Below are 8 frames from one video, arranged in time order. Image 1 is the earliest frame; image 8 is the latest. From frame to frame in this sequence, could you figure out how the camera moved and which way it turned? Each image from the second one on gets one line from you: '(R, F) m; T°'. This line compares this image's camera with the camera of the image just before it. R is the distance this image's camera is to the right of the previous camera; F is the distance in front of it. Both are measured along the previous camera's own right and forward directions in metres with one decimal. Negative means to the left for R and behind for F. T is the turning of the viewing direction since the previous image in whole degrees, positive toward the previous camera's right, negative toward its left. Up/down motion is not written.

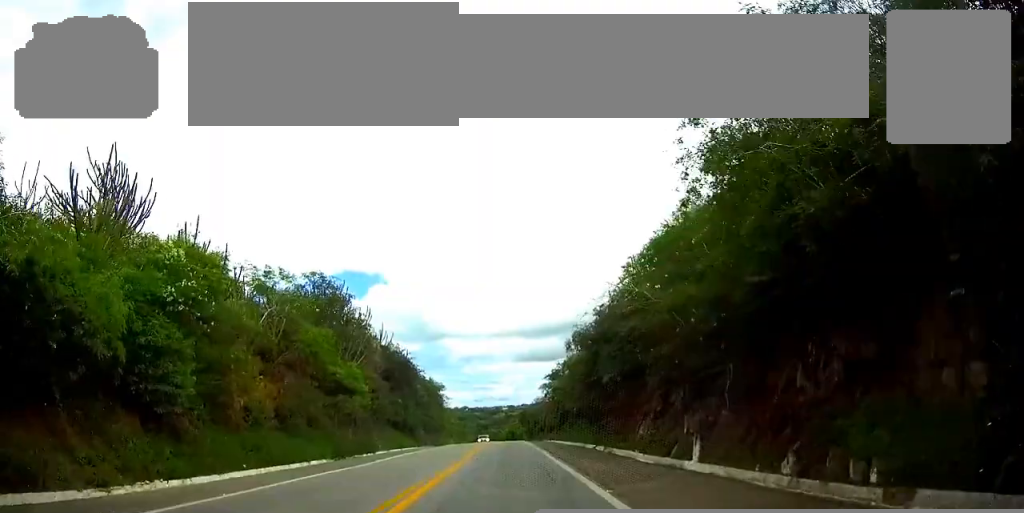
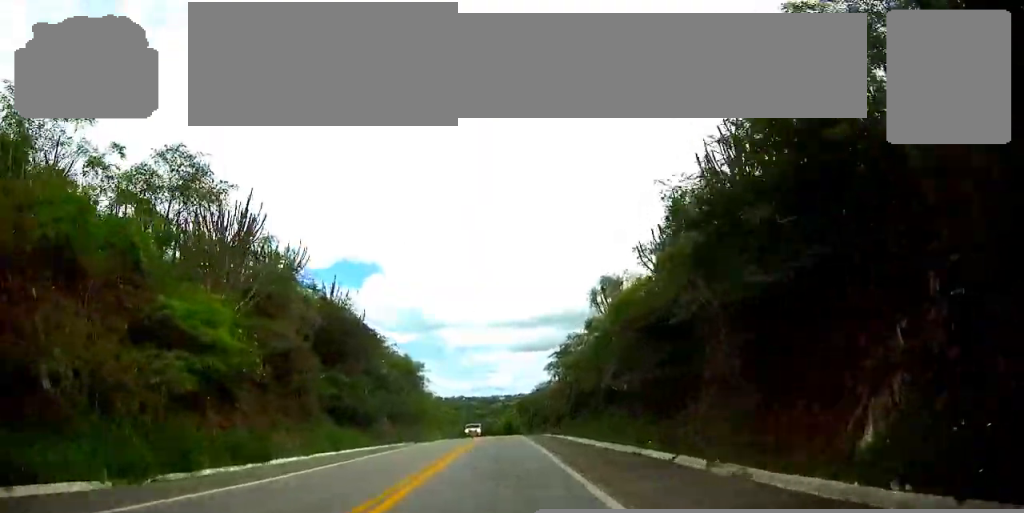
(+0.1, +21.2) m; 0°
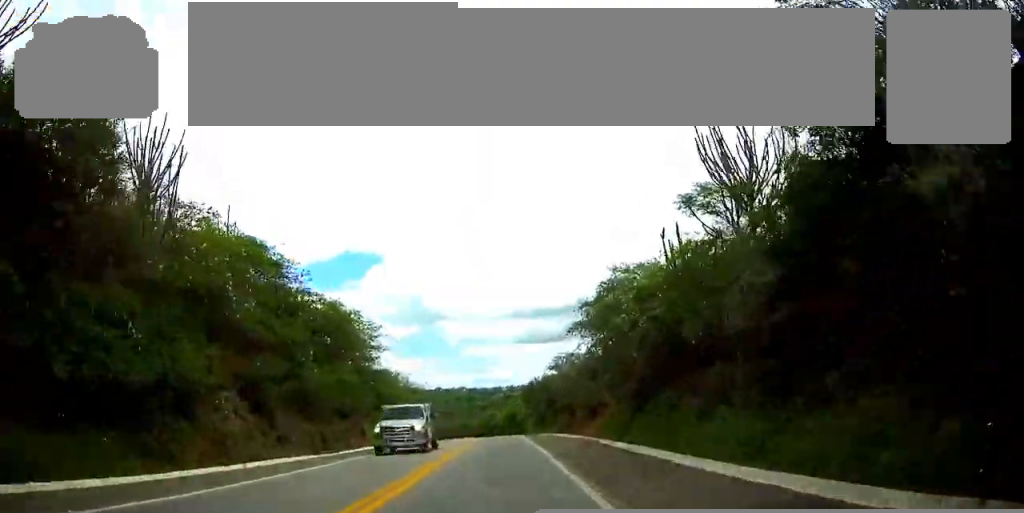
(-0.1, +32.5) m; 0°
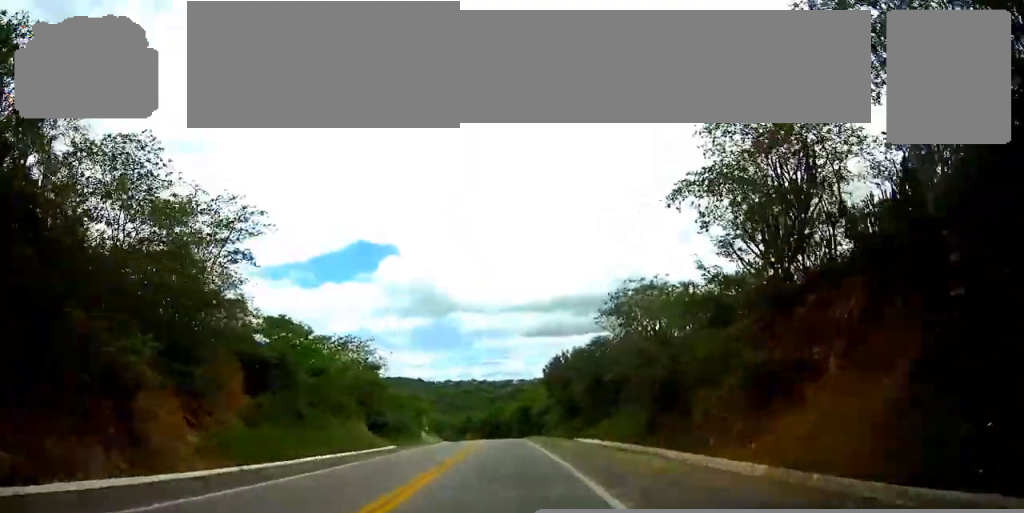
(+0.1, +33.1) m; 0°
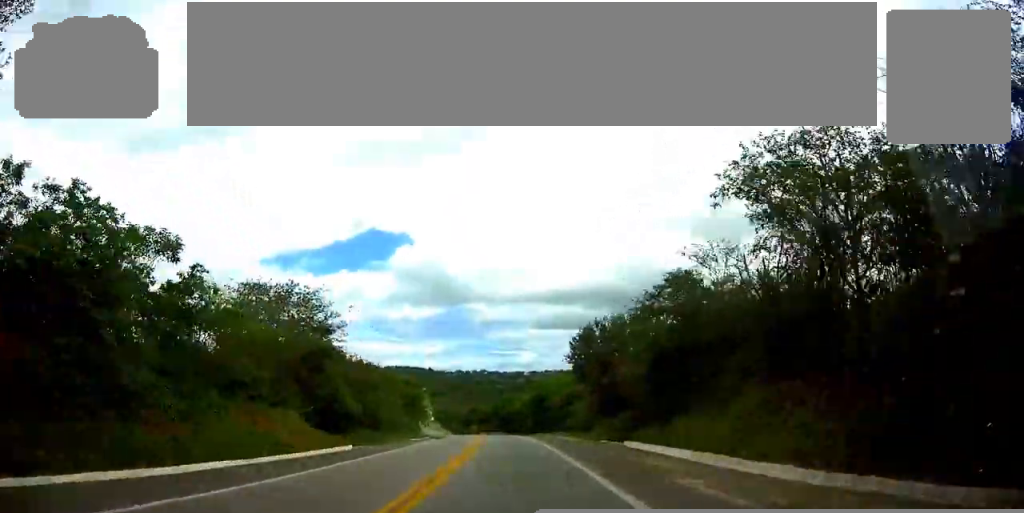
(+0.2, +19.1) m; -1°
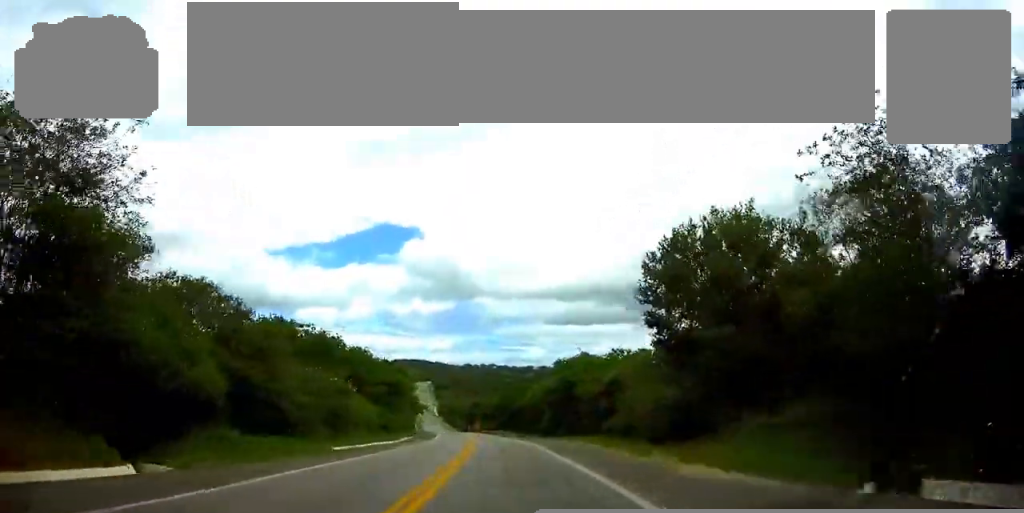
(-0.9, +25.2) m; -2°
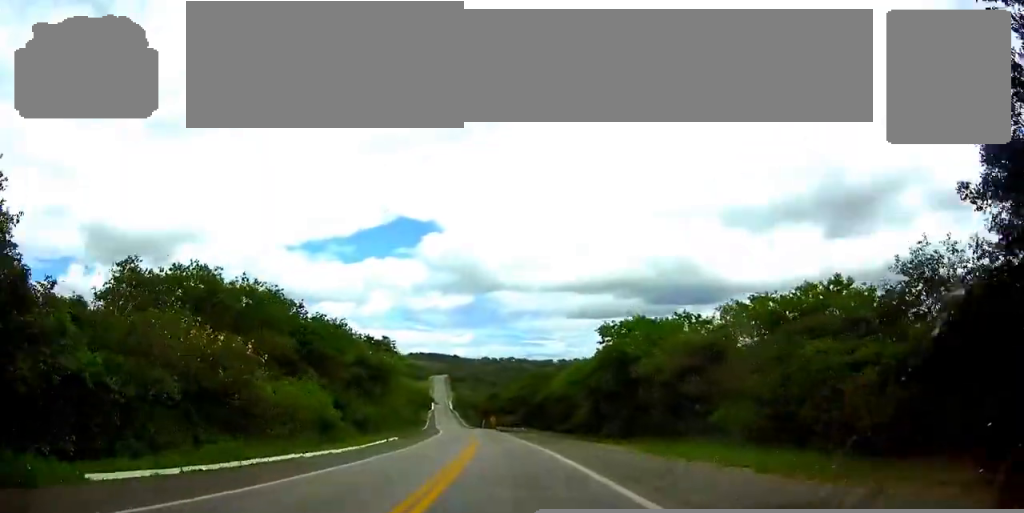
(0.0, +21.2) m; 0°
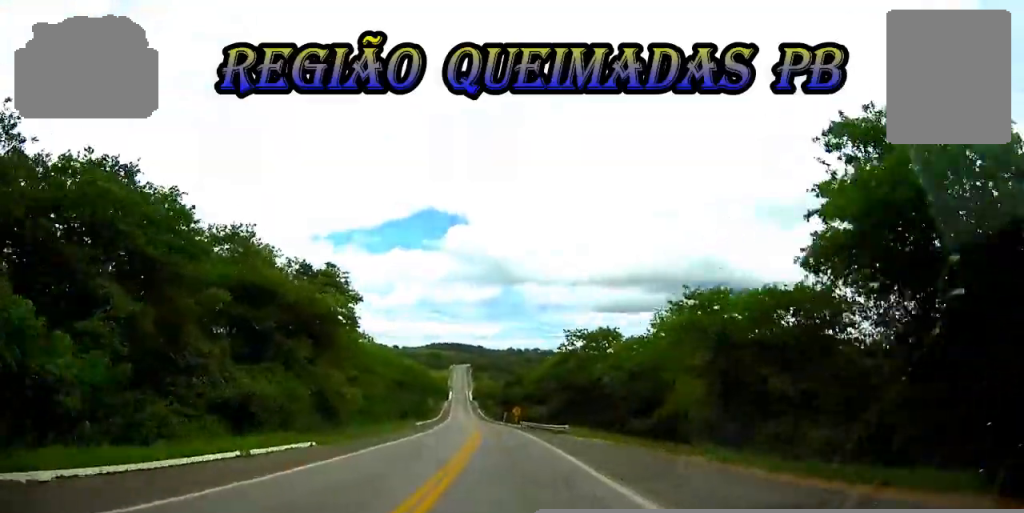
(0.0, +30.6) m; -2°
